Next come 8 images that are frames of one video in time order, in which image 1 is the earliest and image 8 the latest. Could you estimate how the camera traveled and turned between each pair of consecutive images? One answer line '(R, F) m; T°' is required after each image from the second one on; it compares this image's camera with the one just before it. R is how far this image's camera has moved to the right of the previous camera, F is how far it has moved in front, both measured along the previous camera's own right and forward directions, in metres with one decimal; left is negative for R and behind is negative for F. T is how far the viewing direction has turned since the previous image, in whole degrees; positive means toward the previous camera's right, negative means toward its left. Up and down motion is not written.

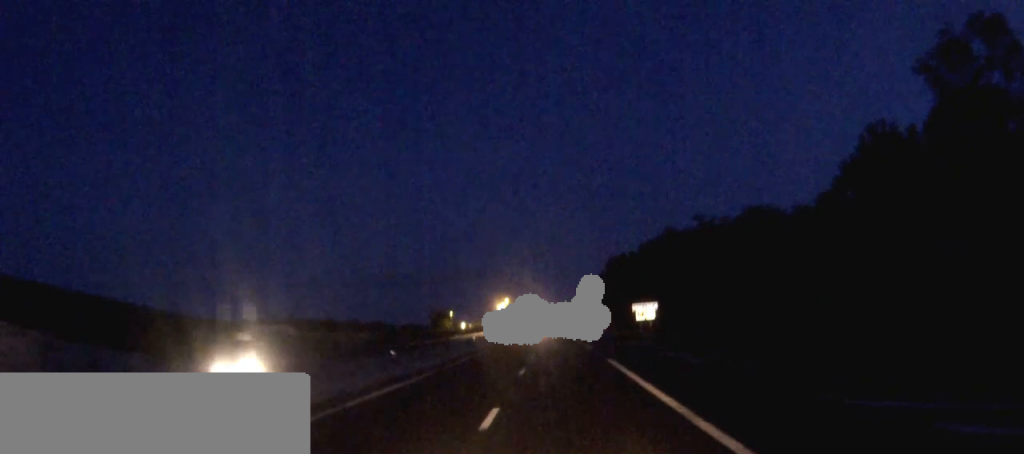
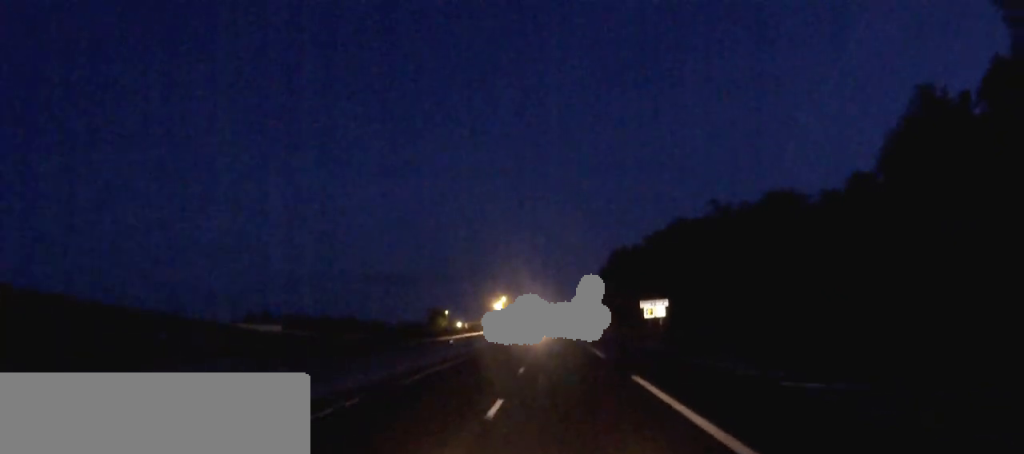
(+0.1, +11.6) m; 0°
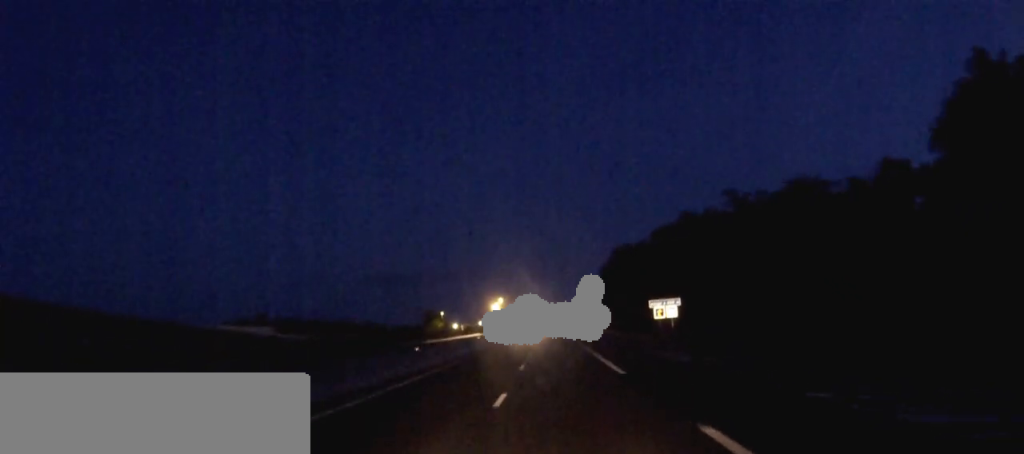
(+0.1, +10.7) m; 0°
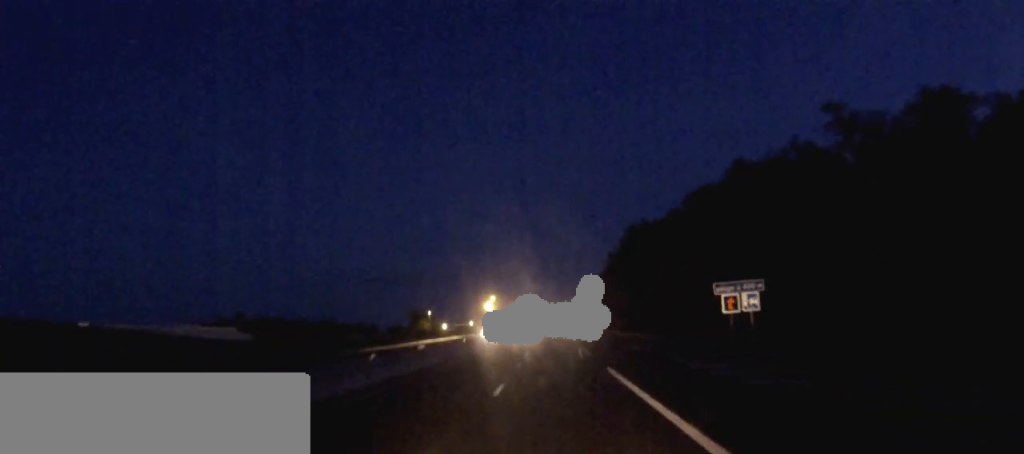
(-0.1, +35.3) m; 0°
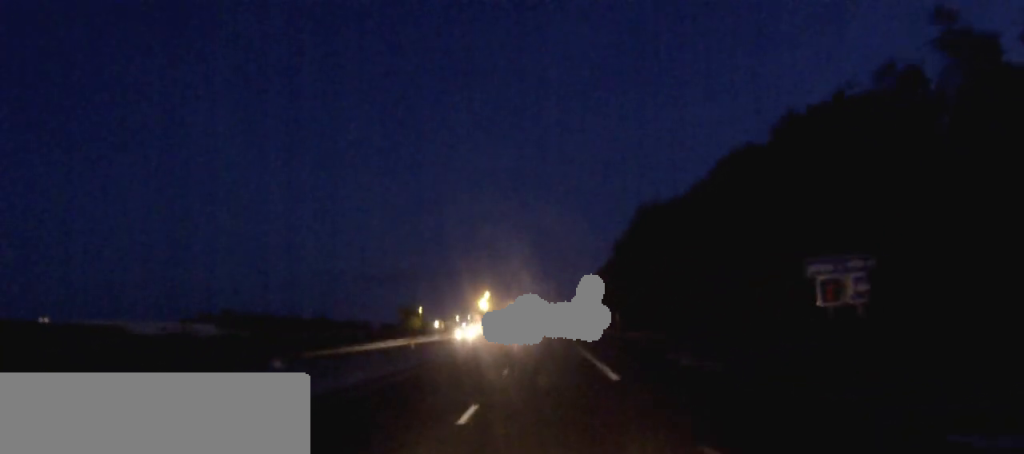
(+0.1, +18.8) m; 0°
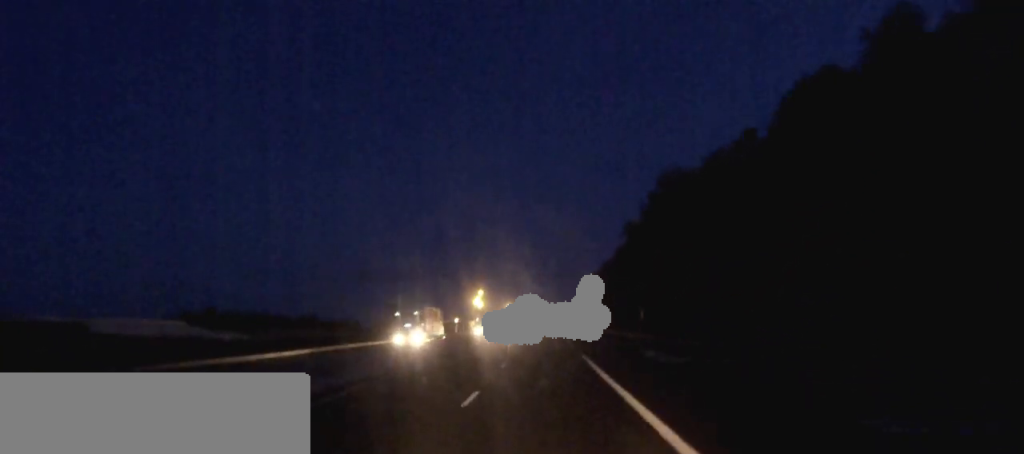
(-0.1, +23.1) m; -1°
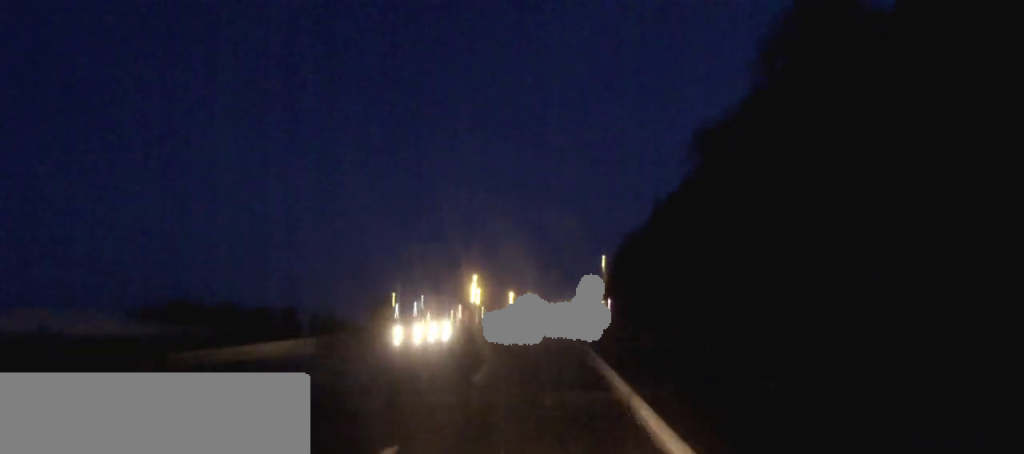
(-0.1, +48.0) m; 0°
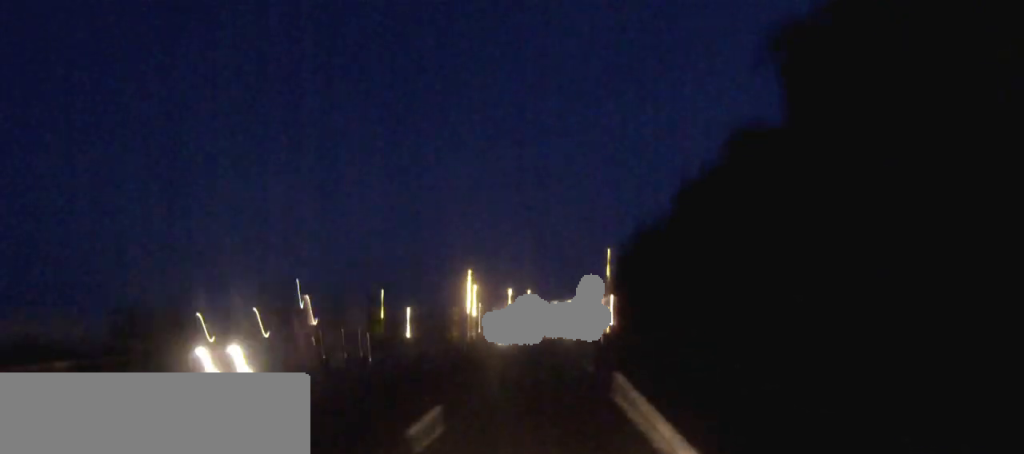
(0.0, +21.5) m; +1°
